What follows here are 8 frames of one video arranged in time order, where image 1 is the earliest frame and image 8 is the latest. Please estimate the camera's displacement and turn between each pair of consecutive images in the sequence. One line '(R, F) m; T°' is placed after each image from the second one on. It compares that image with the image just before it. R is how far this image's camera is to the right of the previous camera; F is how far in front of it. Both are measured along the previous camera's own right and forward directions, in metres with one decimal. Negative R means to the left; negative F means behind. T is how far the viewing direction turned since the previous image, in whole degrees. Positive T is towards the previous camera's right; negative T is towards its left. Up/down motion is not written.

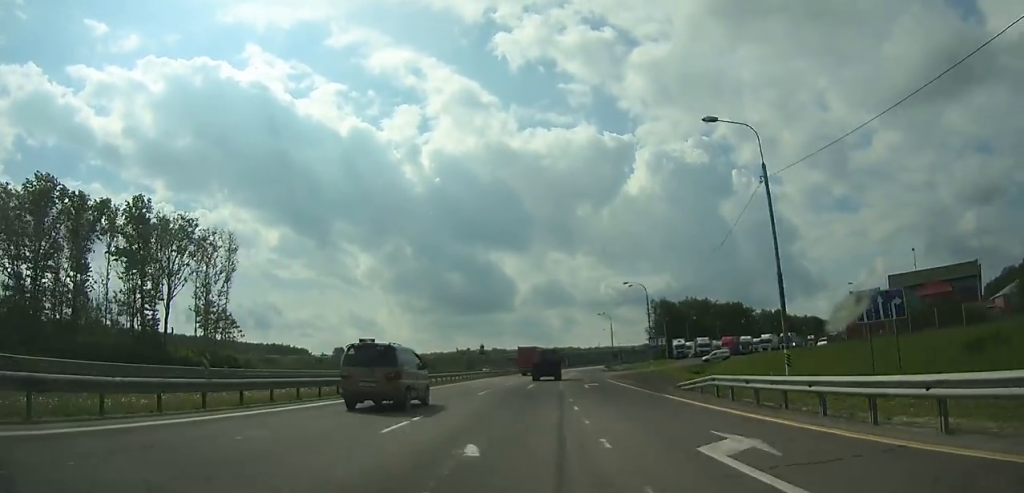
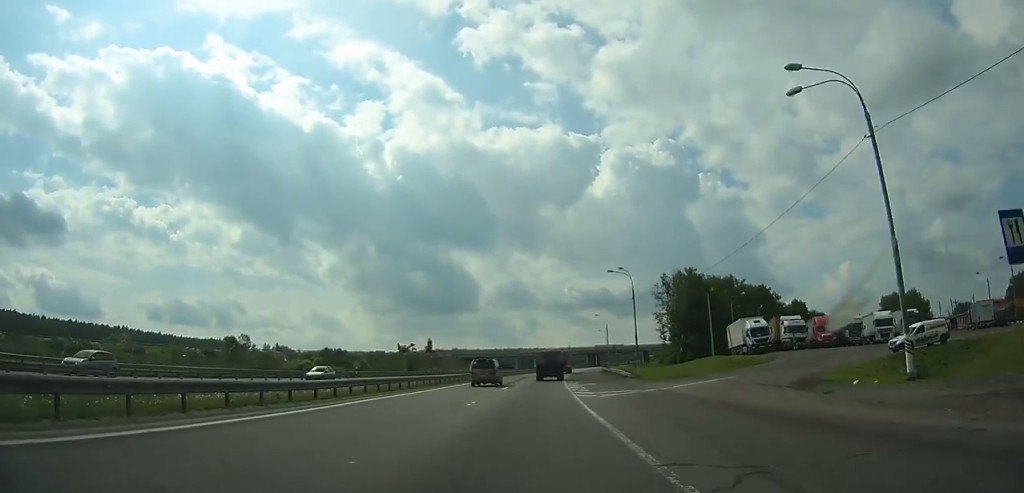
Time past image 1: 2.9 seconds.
(+1.2, +55.0) m; +3°
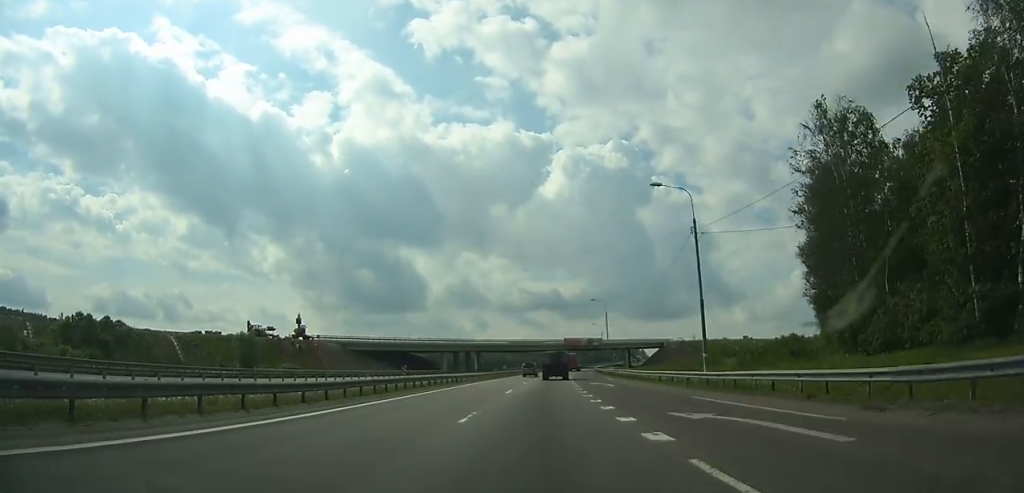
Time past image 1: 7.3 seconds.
(+3.5, +85.1) m; +6°
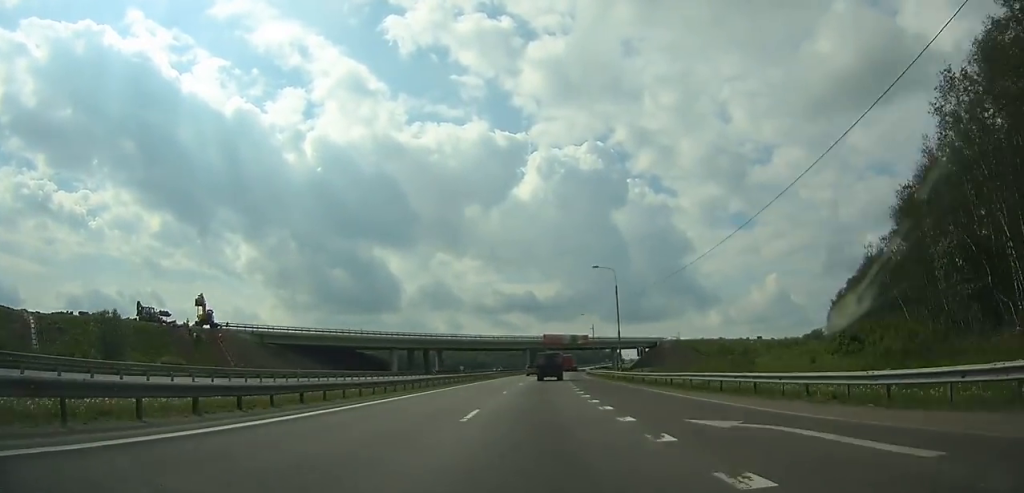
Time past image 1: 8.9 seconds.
(+0.9, +31.8) m; +2°
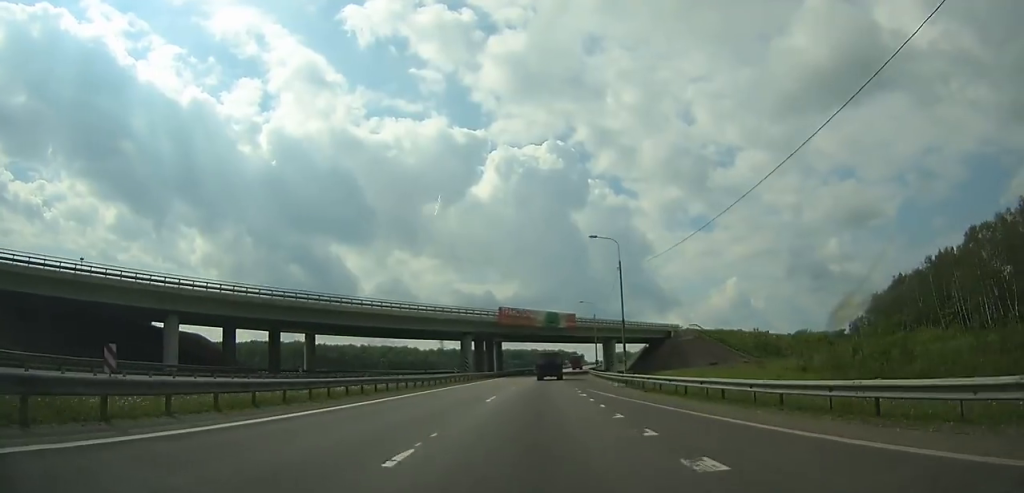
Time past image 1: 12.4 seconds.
(+2.8, +70.9) m; +4°
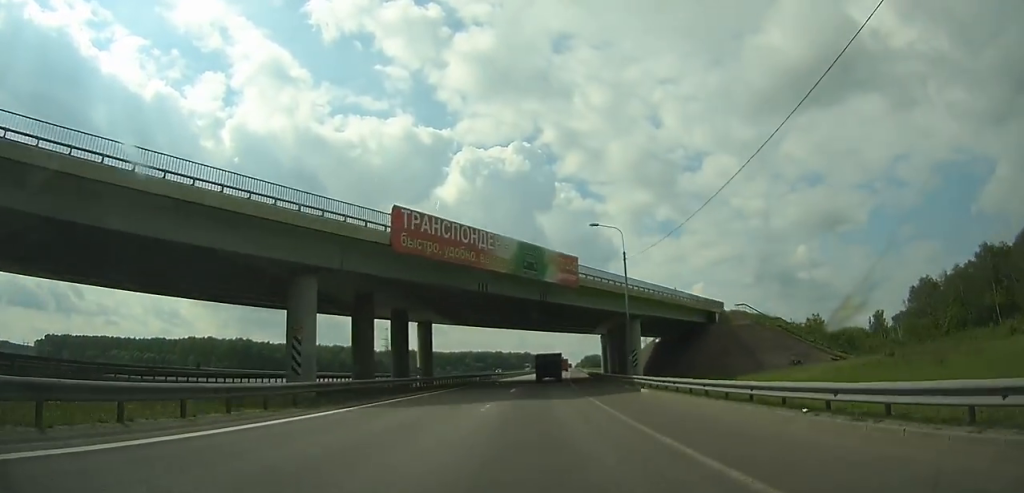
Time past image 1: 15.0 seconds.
(+1.4, +54.2) m; +3°
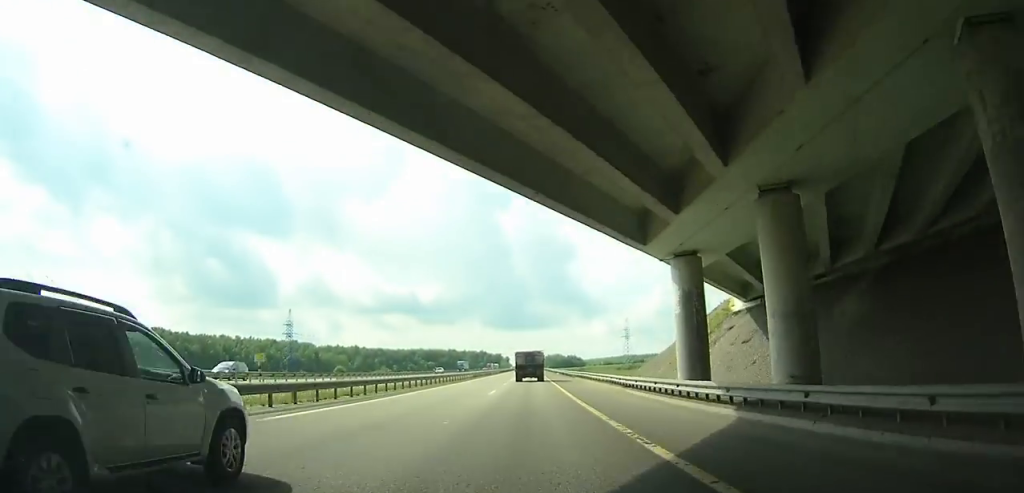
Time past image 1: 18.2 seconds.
(+2.2, +68.8) m; +3°
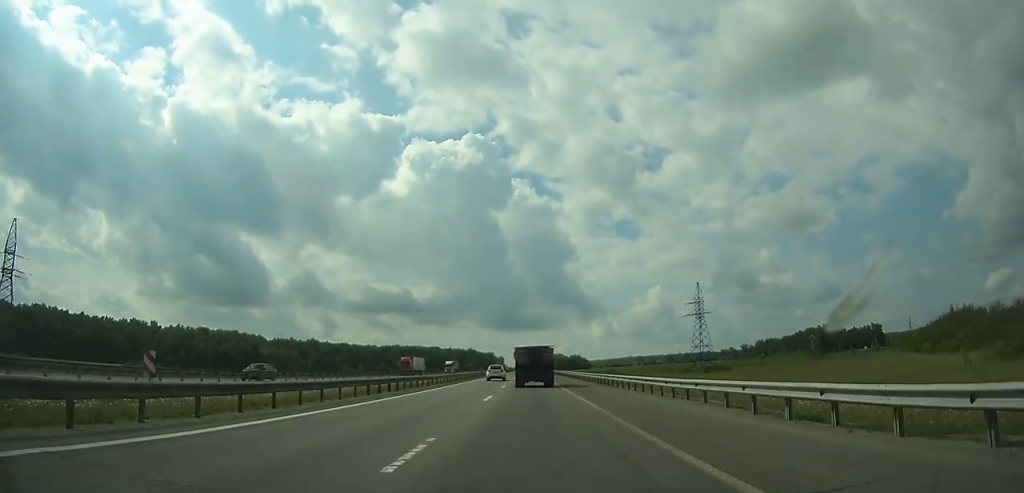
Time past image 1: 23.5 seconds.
(+2.8, +119.3) m; +1°
